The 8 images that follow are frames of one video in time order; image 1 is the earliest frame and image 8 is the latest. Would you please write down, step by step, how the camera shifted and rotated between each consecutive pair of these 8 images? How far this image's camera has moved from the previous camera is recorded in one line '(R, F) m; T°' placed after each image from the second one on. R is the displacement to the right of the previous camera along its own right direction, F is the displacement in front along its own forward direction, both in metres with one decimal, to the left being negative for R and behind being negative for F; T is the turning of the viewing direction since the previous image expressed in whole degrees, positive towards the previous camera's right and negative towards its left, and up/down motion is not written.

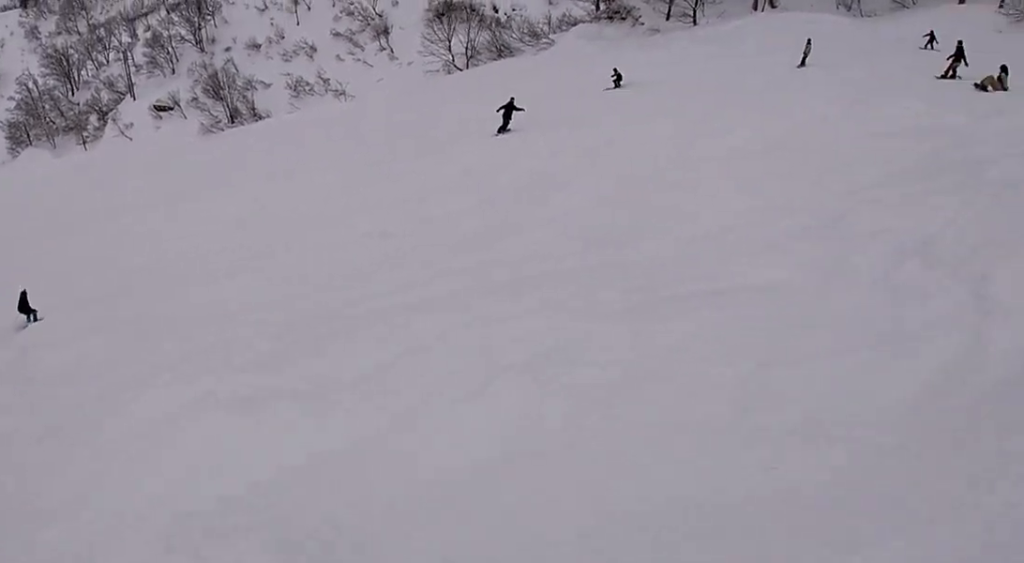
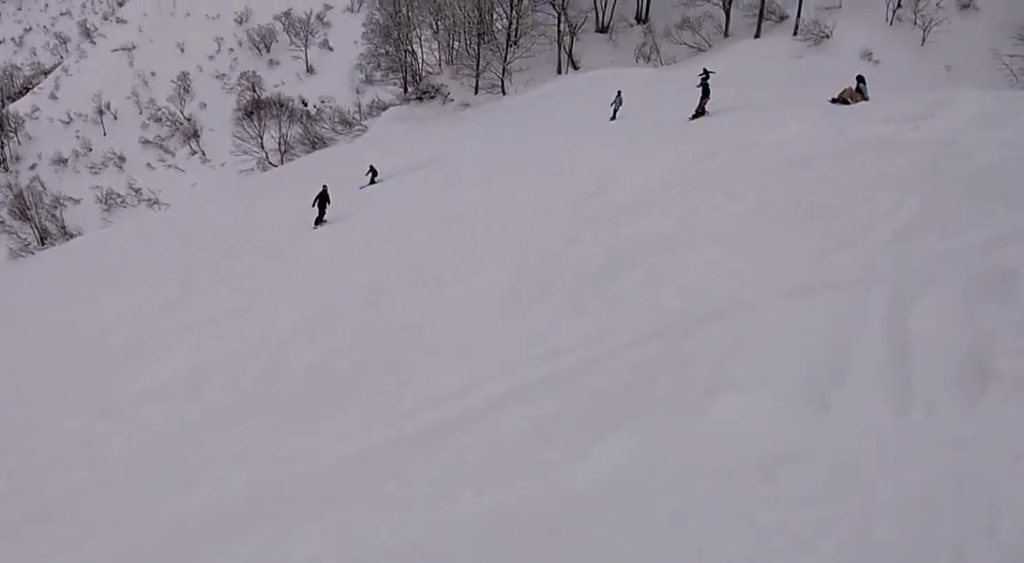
(0.0, +2.1) m; -1°
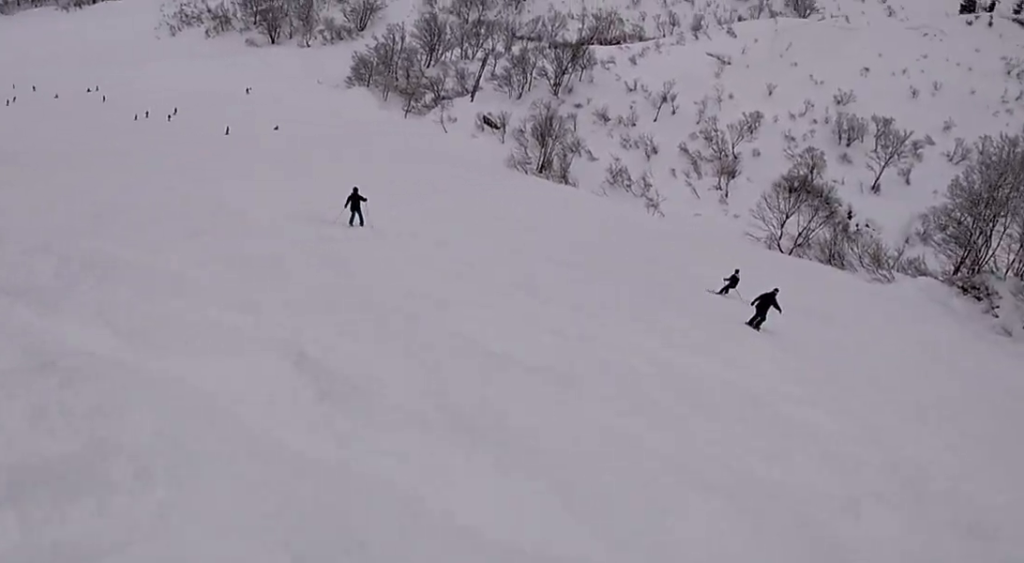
(-0.2, +3.9) m; -12°
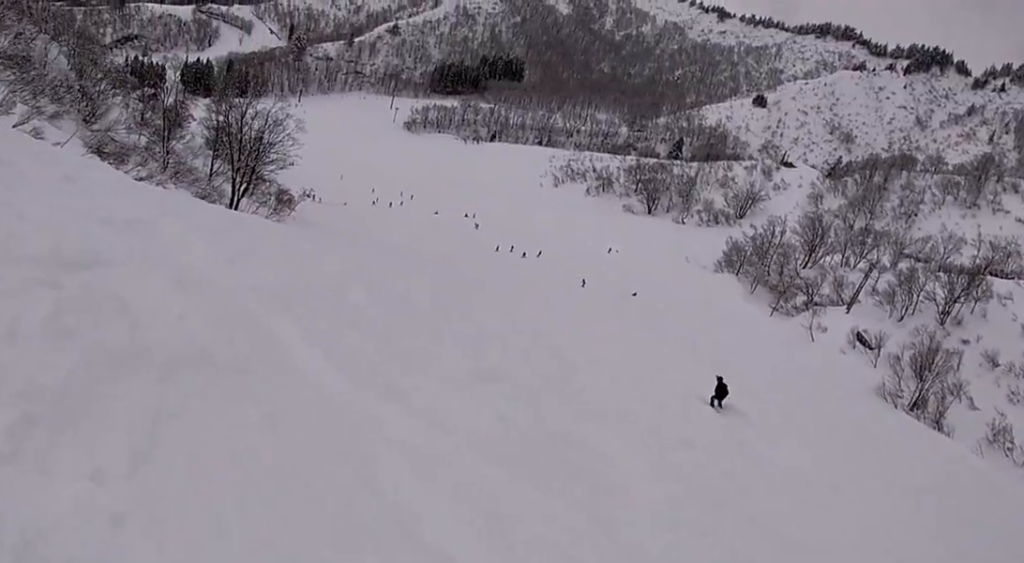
(-0.6, +3.8) m; -13°
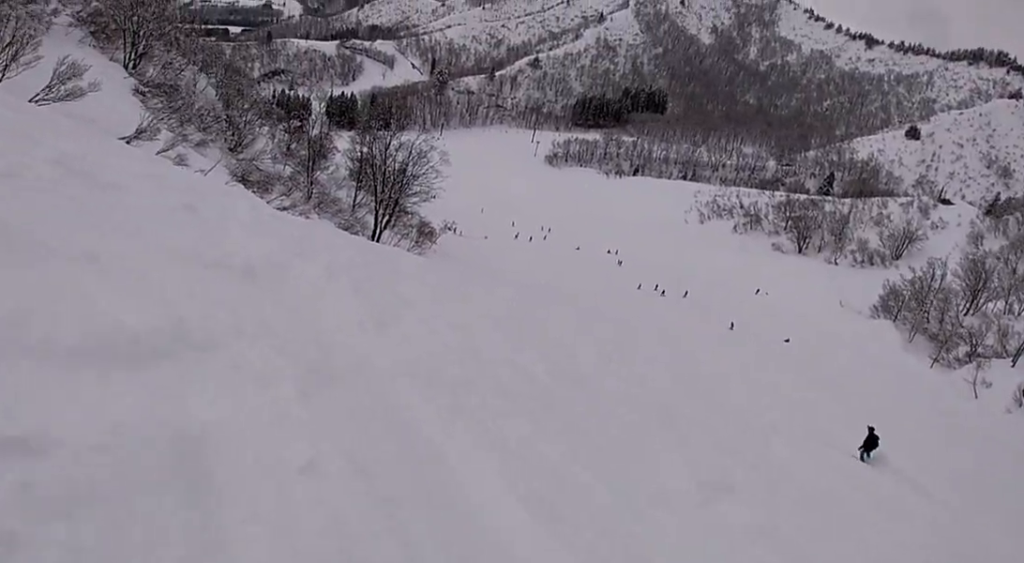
(-0.1, +1.6) m; -2°
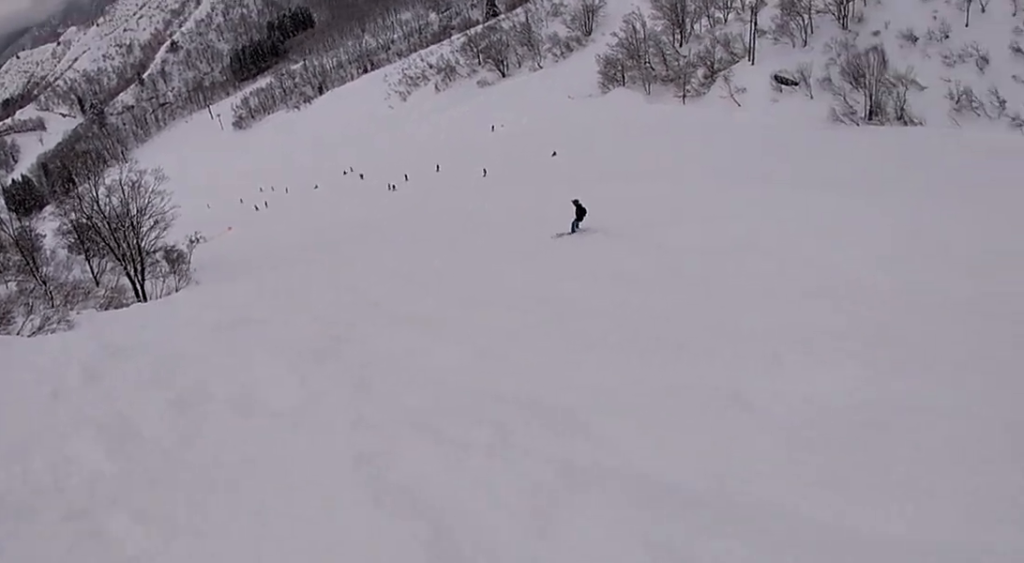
(-0.2, +5.6) m; +5°
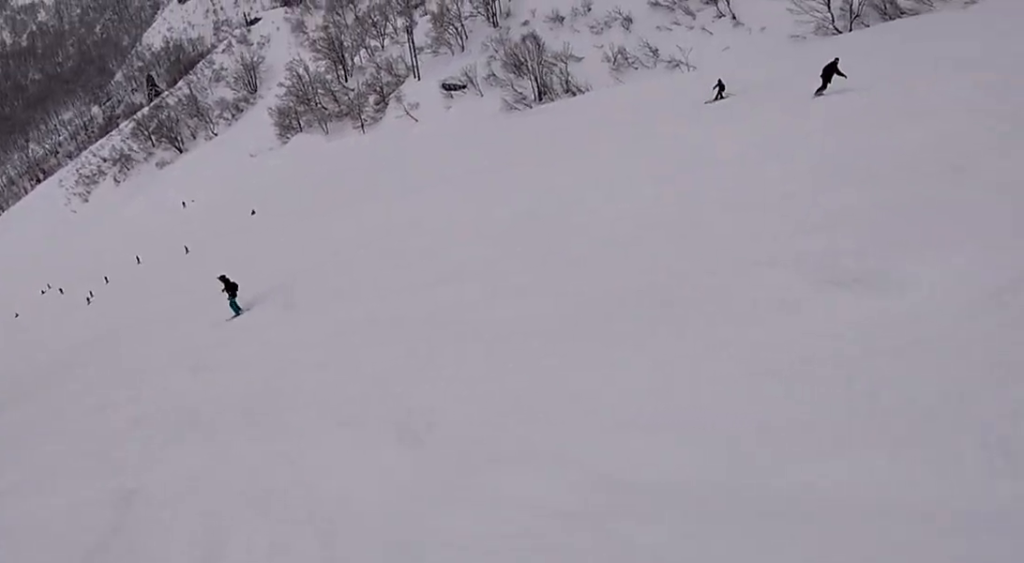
(+0.2, +2.1) m; +13°
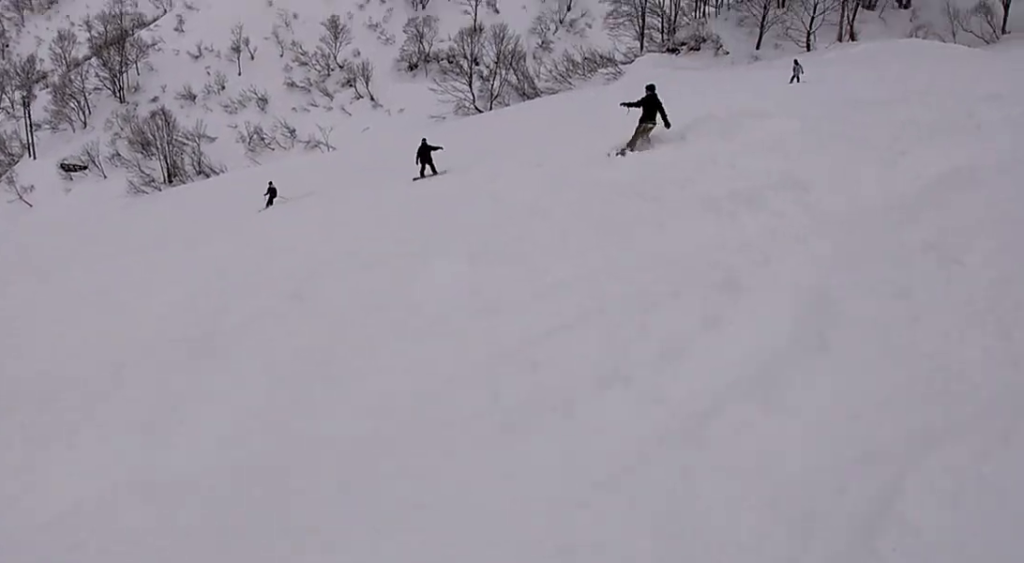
(+1.2, +4.1) m; +29°
